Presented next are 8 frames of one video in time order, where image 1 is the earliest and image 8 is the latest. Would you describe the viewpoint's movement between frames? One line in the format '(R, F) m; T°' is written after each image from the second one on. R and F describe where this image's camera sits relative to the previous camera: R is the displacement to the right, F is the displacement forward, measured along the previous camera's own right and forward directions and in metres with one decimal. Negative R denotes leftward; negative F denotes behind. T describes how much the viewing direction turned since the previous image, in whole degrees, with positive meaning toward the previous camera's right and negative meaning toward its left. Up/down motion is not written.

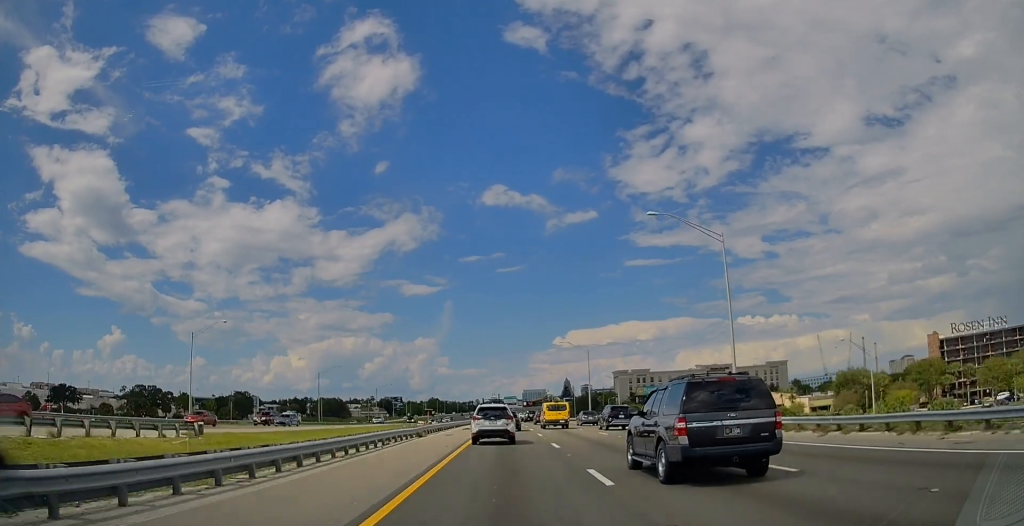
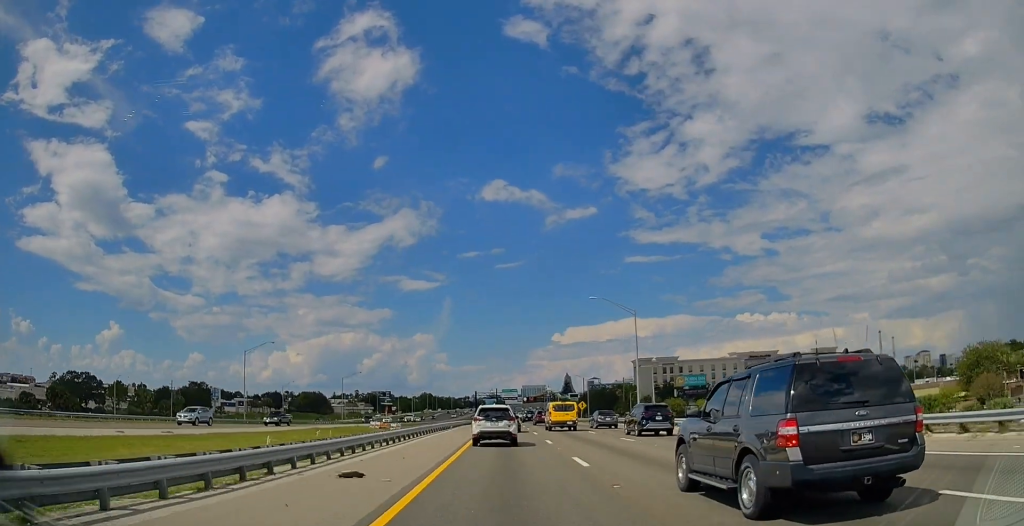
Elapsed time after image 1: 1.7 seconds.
(0.0, +44.3) m; 0°
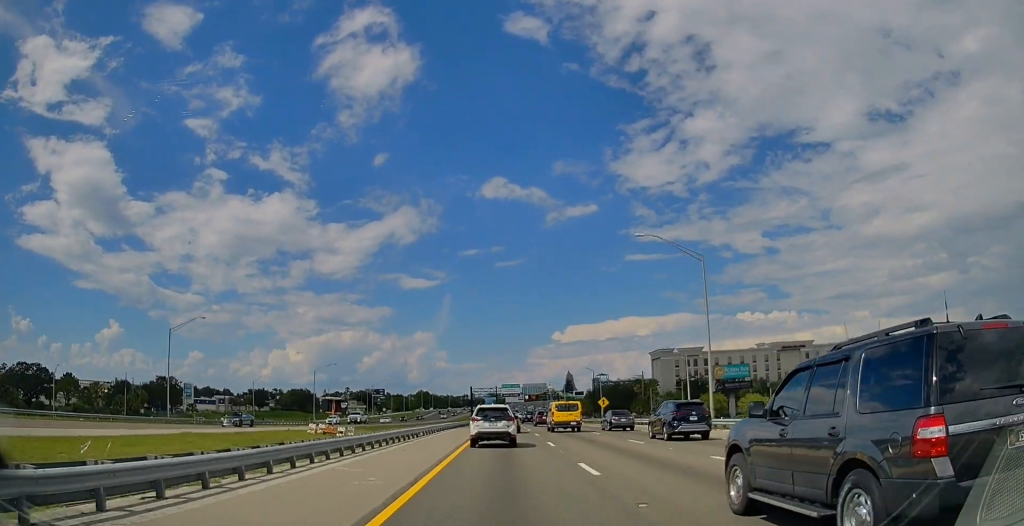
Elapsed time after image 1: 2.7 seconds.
(-0.1, +26.4) m; 0°
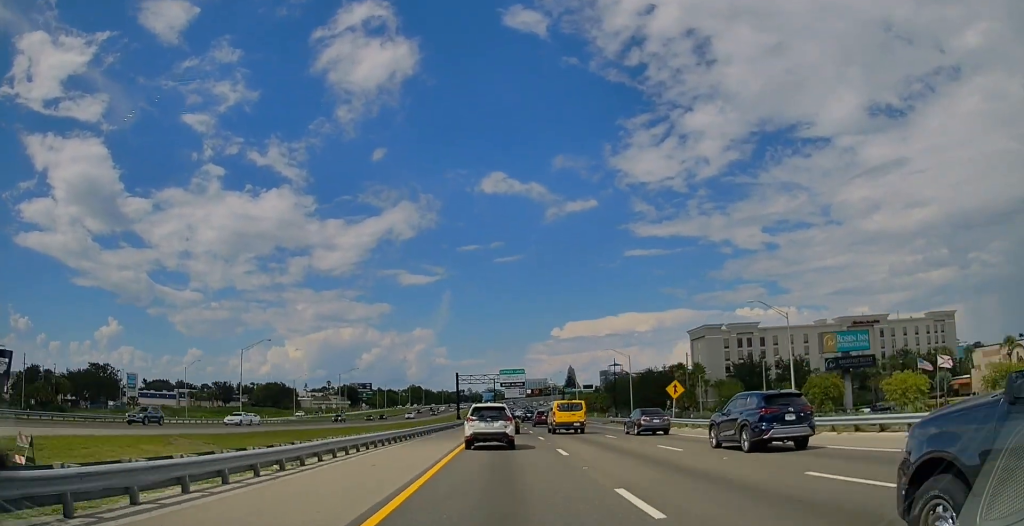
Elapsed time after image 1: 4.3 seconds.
(-0.2, +42.0) m; 0°
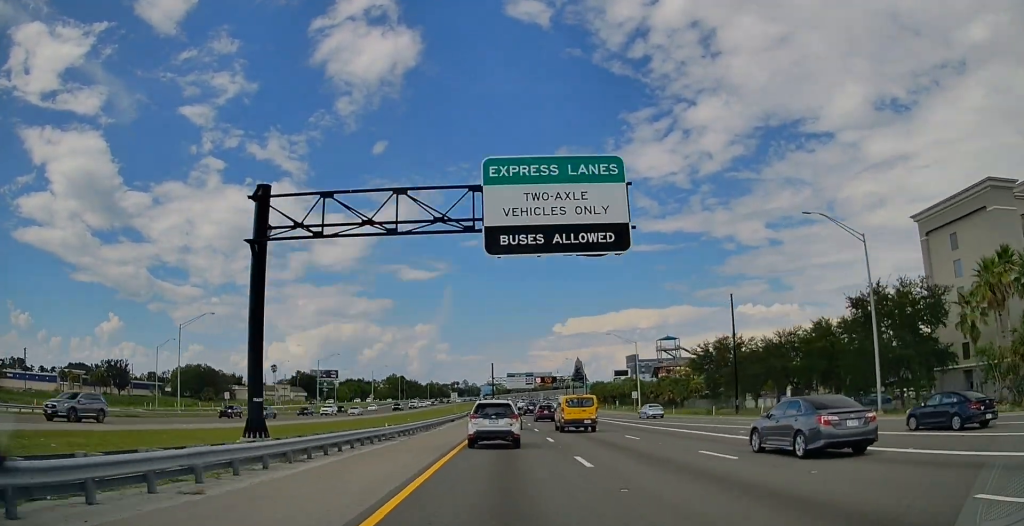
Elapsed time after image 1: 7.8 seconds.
(+0.5, +91.1) m; 0°
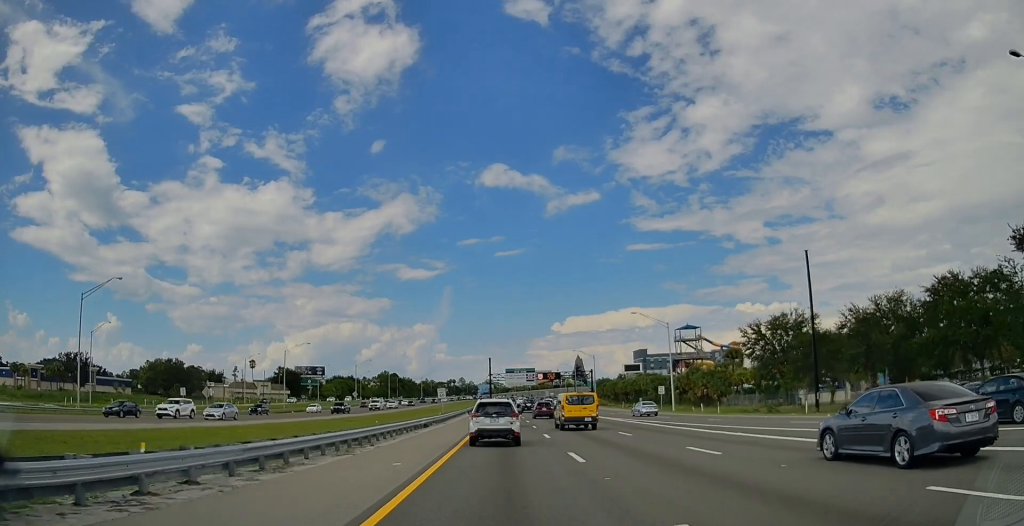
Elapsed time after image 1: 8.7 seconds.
(0.0, +23.7) m; 0°
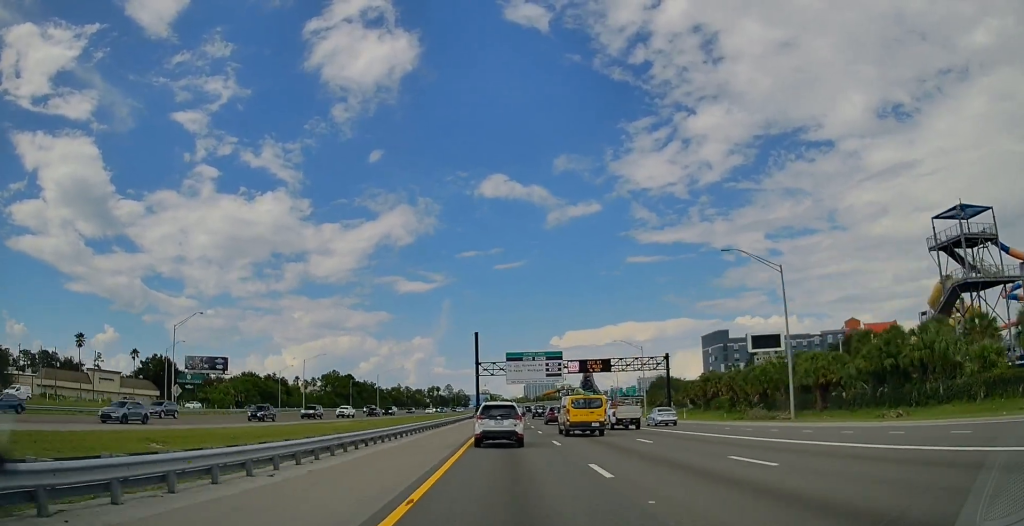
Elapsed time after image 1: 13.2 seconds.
(0.0, +114.3) m; 0°
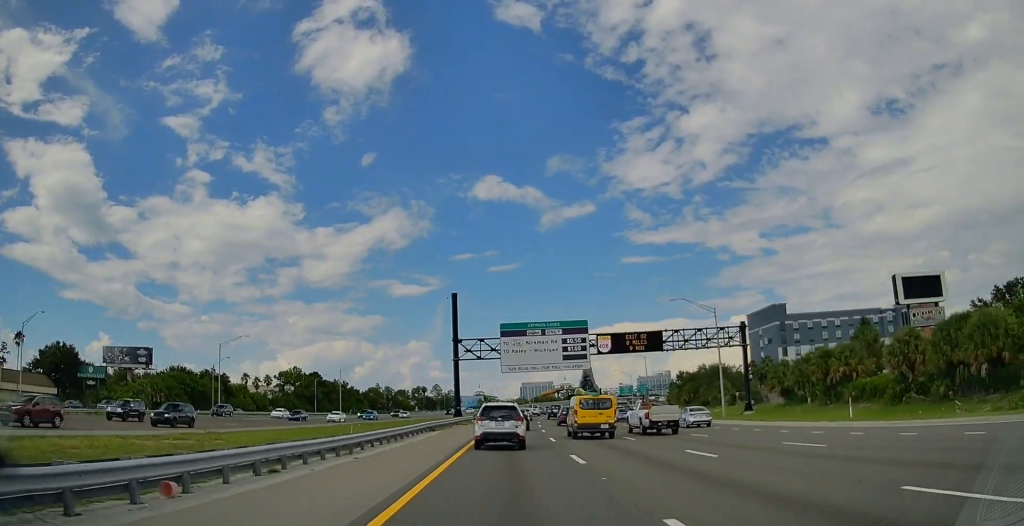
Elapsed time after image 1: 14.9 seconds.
(0.0, +44.9) m; +1°
